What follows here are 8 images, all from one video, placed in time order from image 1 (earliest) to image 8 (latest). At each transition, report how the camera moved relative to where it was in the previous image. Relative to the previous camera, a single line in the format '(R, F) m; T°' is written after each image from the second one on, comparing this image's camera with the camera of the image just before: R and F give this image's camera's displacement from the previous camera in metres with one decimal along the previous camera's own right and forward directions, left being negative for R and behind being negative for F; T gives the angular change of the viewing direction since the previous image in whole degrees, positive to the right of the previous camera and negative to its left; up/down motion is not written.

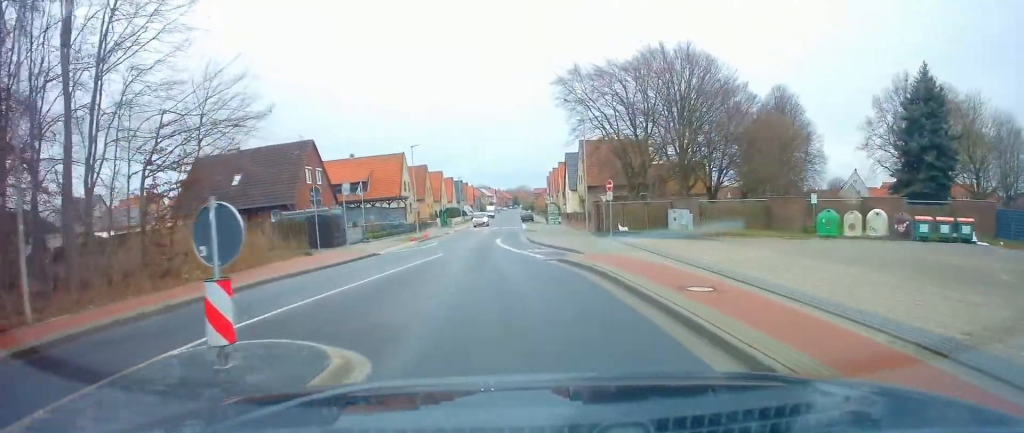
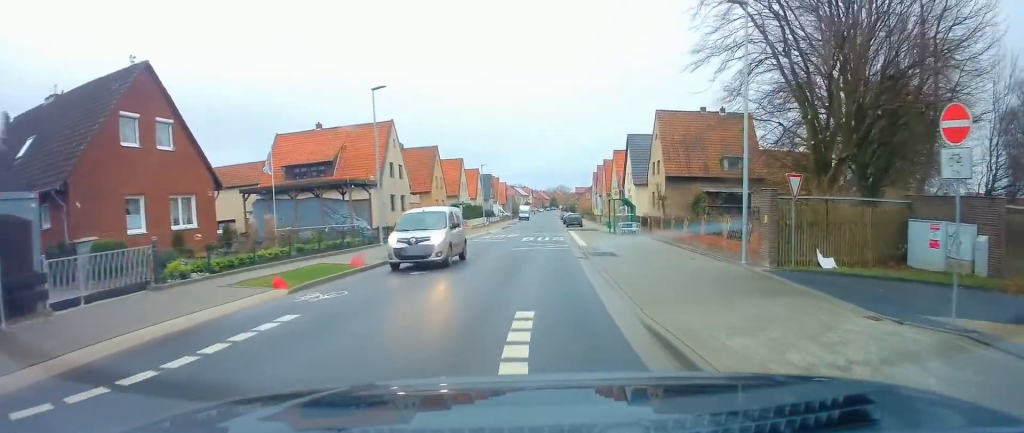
(-0.9, +24.5) m; -3°
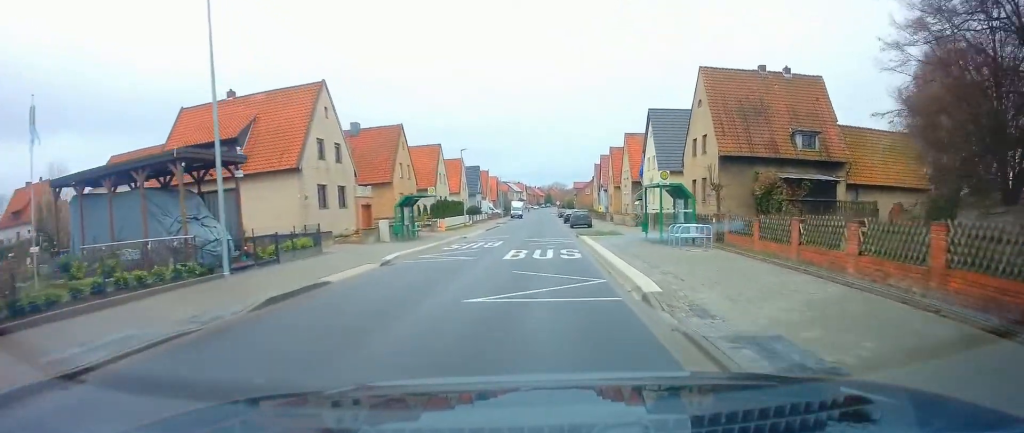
(0.0, +14.9) m; 0°
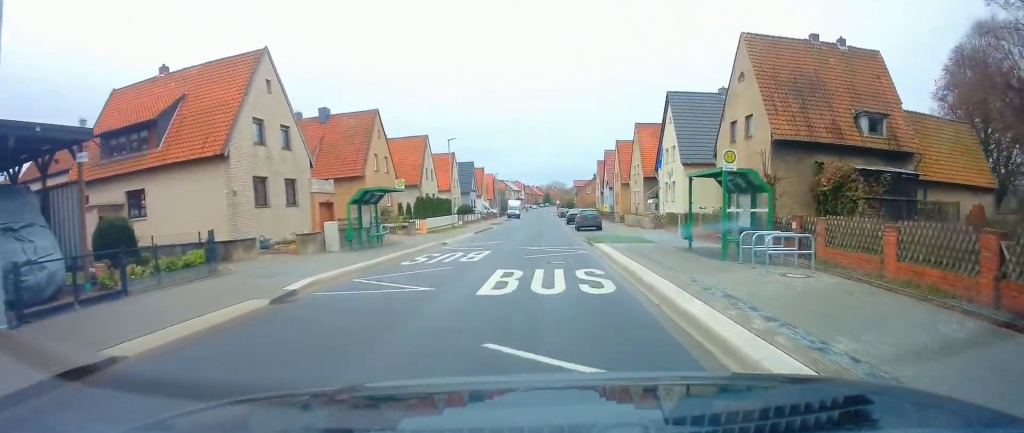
(0.0, +7.6) m; 0°
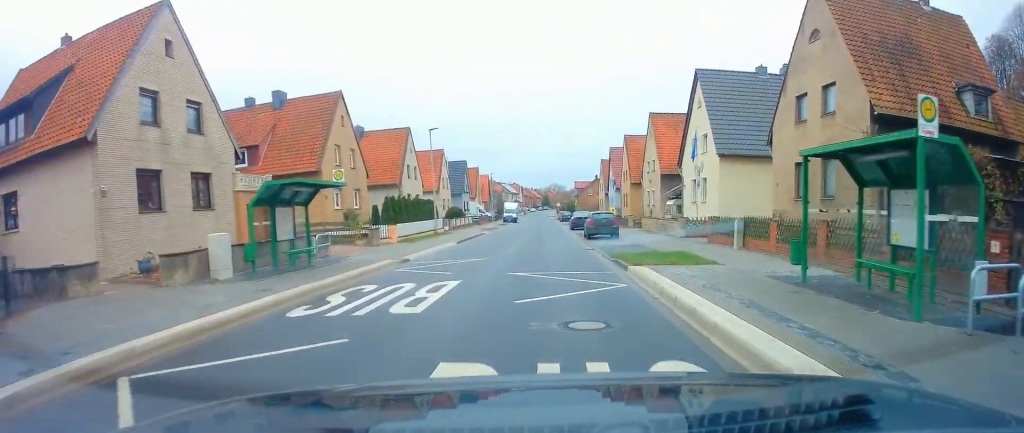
(0.0, +8.2) m; 0°
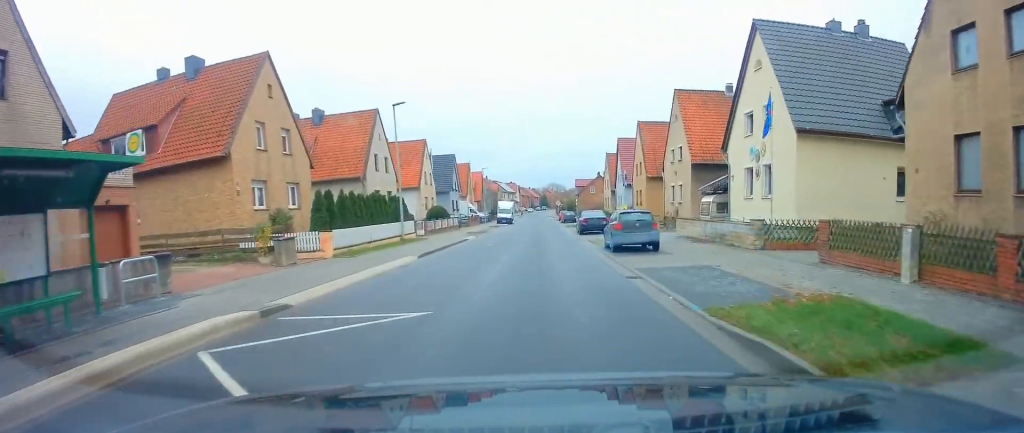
(0.0, +10.1) m; 0°
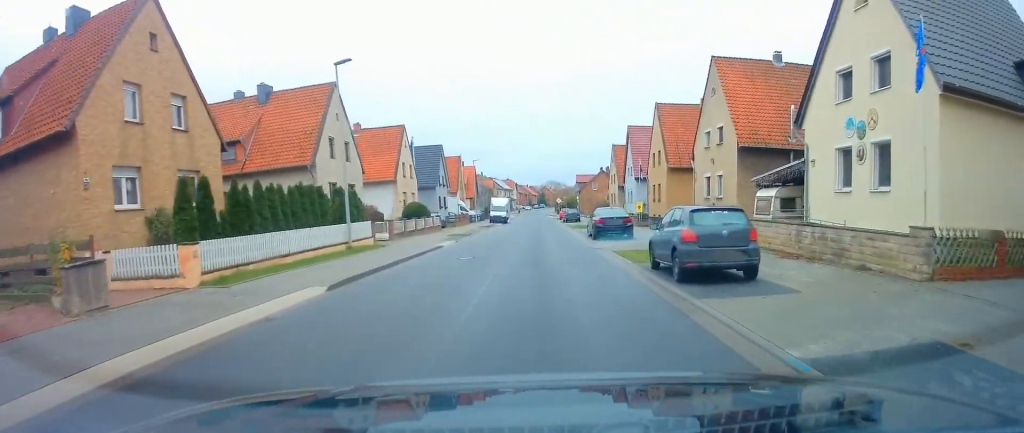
(0.0, +9.3) m; +1°
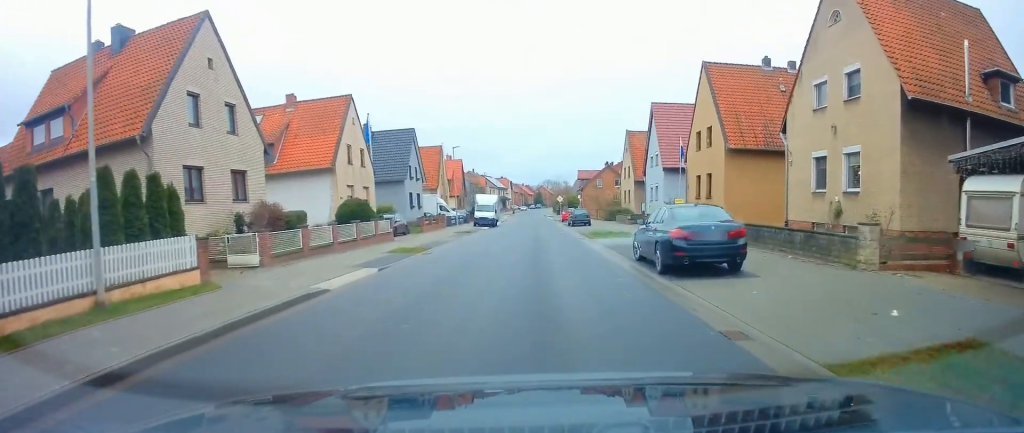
(+0.1, +14.7) m; 0°
